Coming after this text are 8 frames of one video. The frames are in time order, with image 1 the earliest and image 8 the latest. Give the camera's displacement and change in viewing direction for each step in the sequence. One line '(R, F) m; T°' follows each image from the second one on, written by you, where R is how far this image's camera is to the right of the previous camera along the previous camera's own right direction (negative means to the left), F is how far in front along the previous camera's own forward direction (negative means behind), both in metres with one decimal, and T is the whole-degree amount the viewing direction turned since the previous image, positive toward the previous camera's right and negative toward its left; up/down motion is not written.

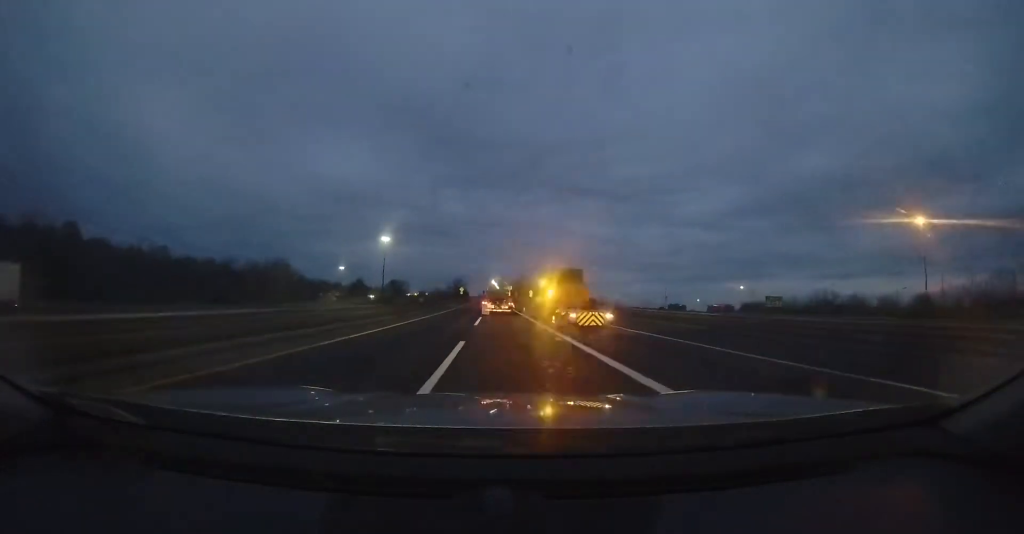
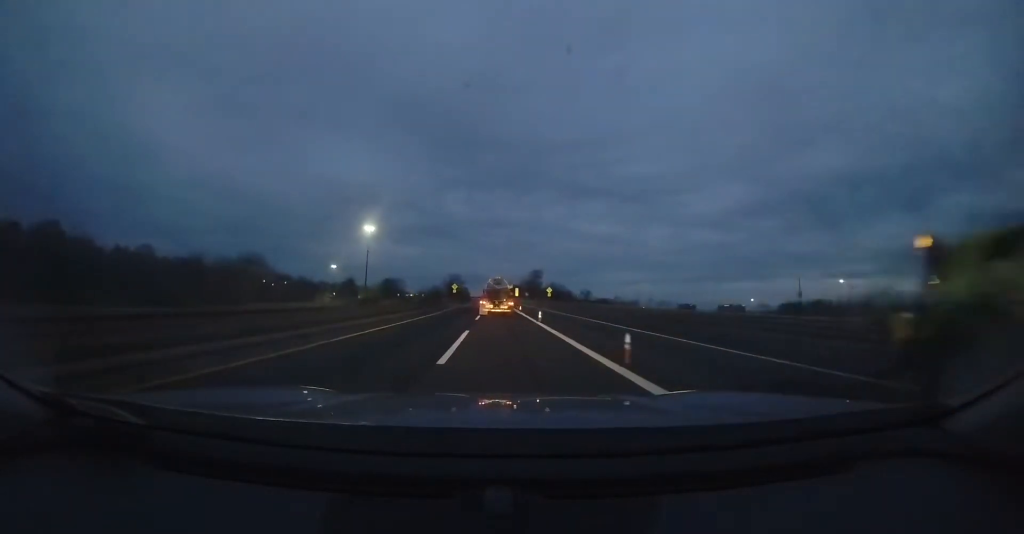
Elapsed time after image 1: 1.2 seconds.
(+0.3, +24.8) m; +1°
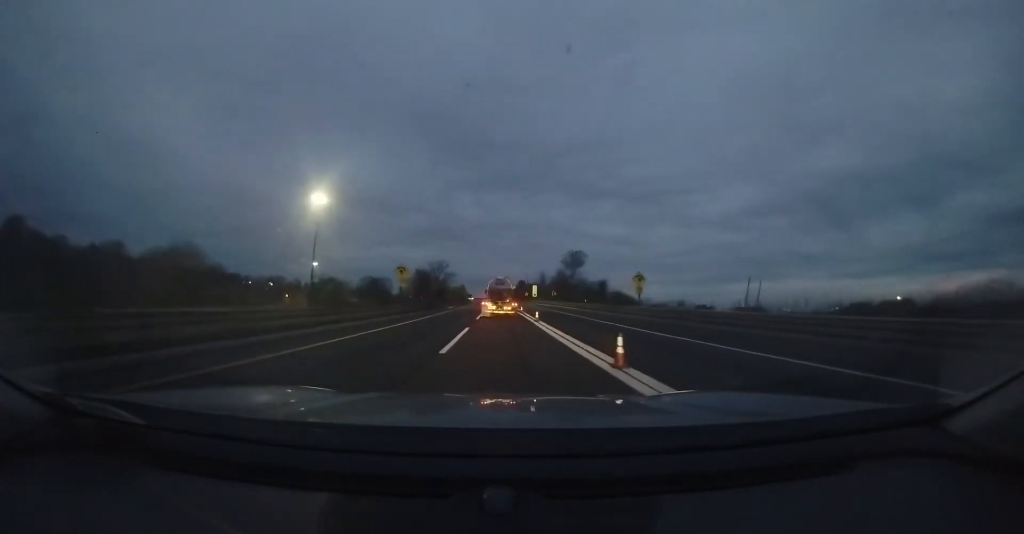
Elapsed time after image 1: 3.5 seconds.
(-1.1, +41.0) m; -2°
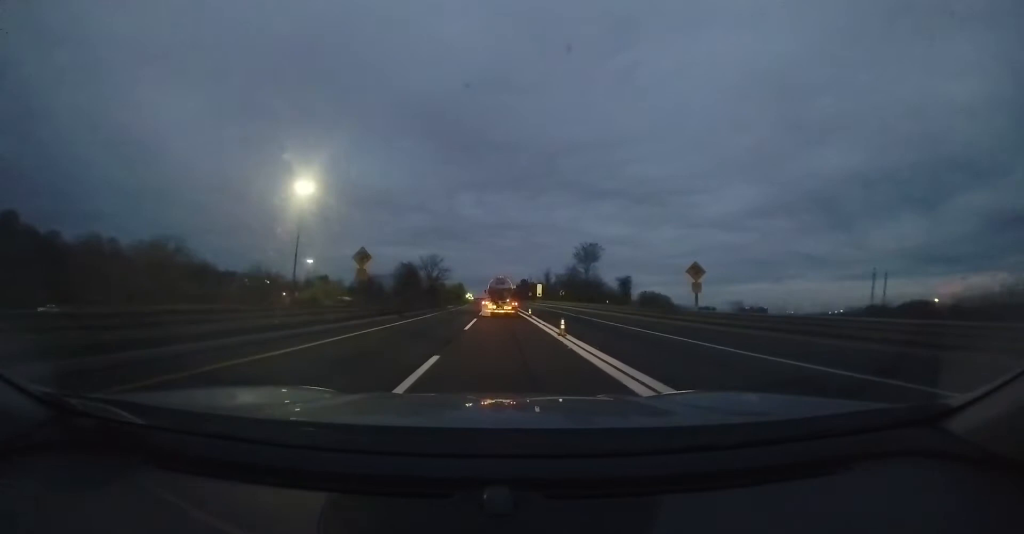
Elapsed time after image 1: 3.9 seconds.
(-0.1, +8.2) m; +1°
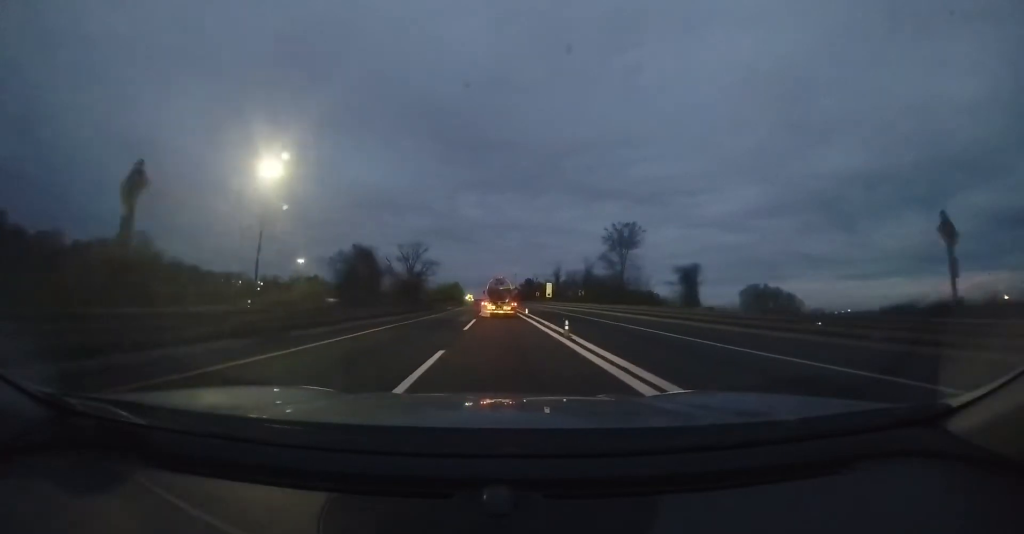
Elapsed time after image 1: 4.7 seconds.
(+0.2, +13.6) m; 0°
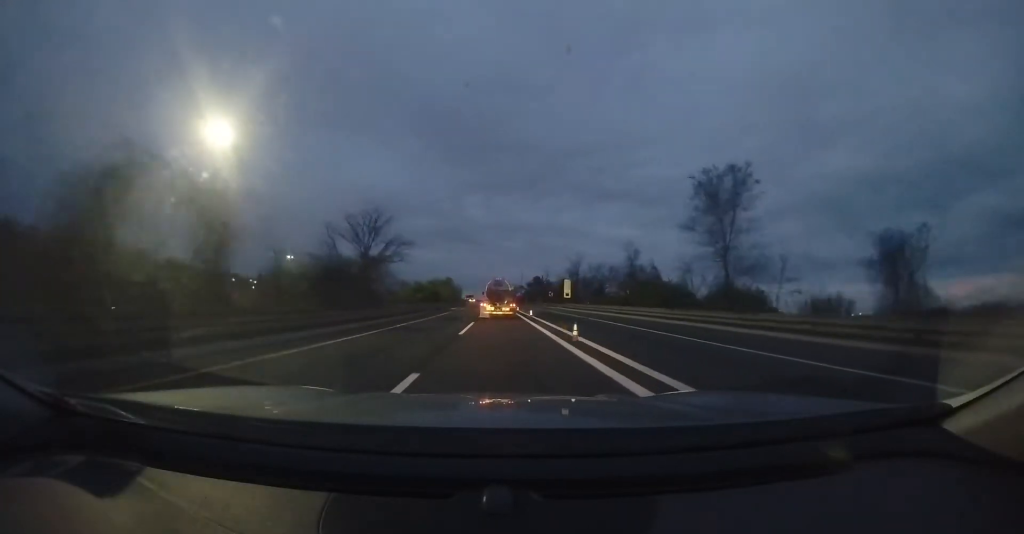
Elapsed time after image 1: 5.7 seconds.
(-0.1, +16.4) m; -1°
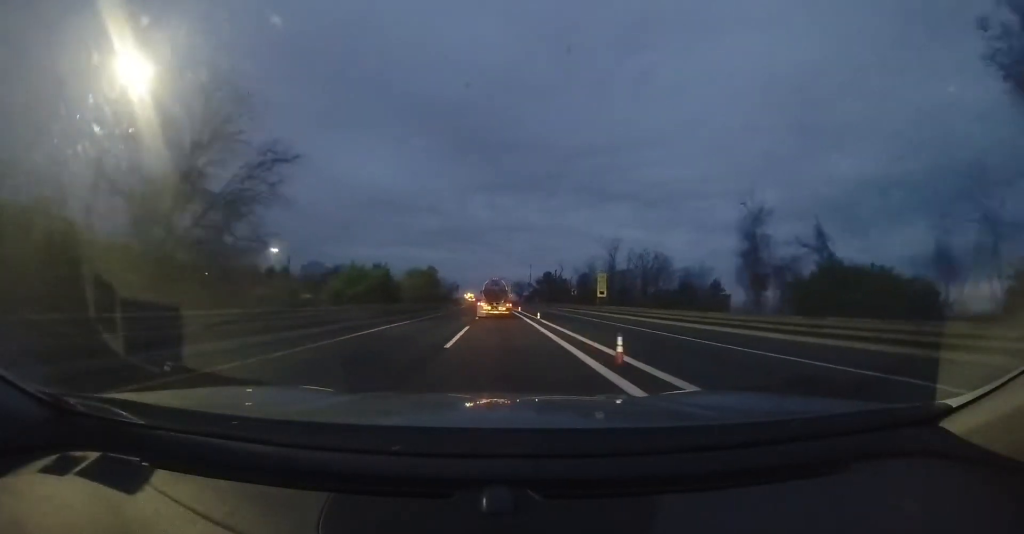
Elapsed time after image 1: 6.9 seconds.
(-0.2, +18.6) m; -1°
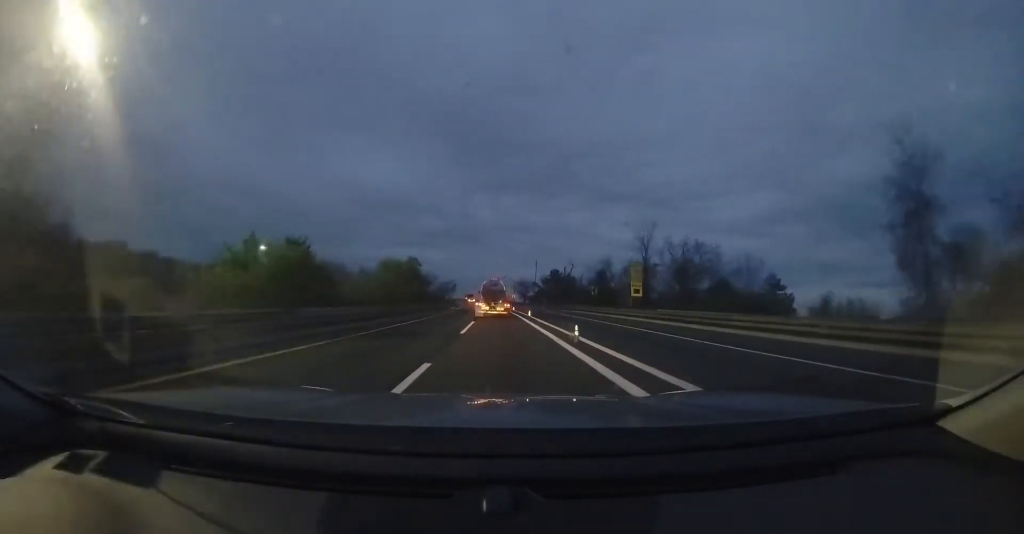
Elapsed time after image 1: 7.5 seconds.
(0.0, +10.0) m; -1°
